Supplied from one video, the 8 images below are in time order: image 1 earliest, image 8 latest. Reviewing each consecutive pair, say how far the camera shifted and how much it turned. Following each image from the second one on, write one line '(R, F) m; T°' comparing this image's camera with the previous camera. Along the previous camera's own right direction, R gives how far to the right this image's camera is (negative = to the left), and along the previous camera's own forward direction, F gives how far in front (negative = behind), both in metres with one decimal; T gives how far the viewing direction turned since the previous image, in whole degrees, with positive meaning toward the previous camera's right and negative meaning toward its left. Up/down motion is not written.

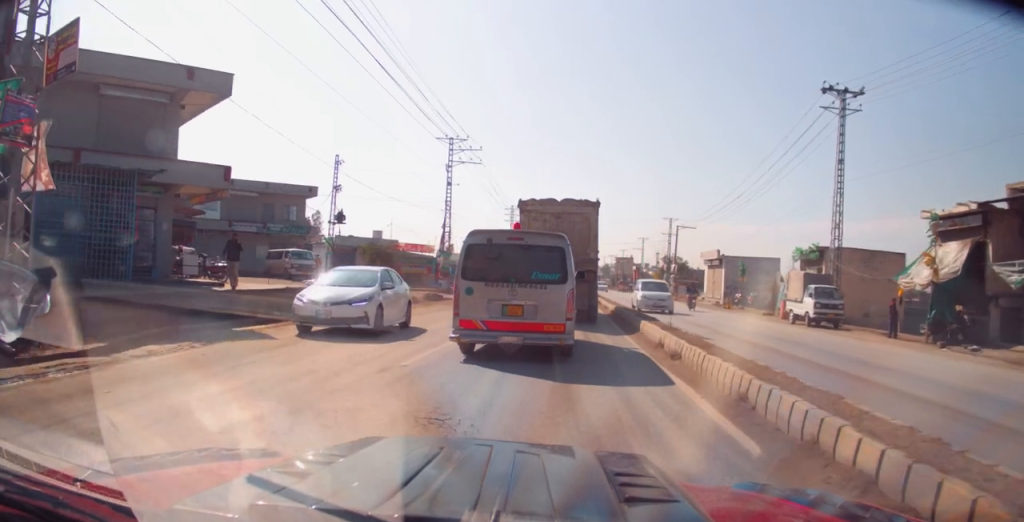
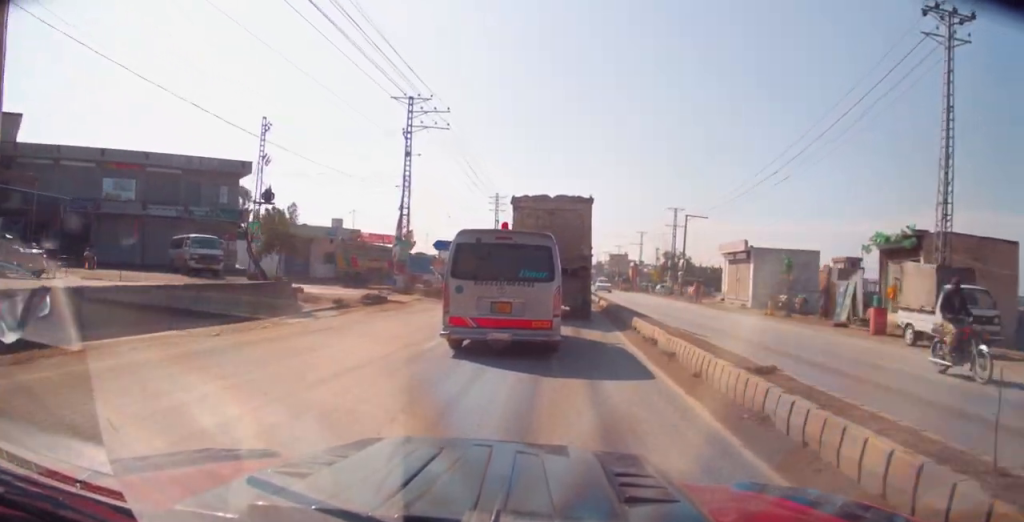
(+0.2, +10.5) m; +1°
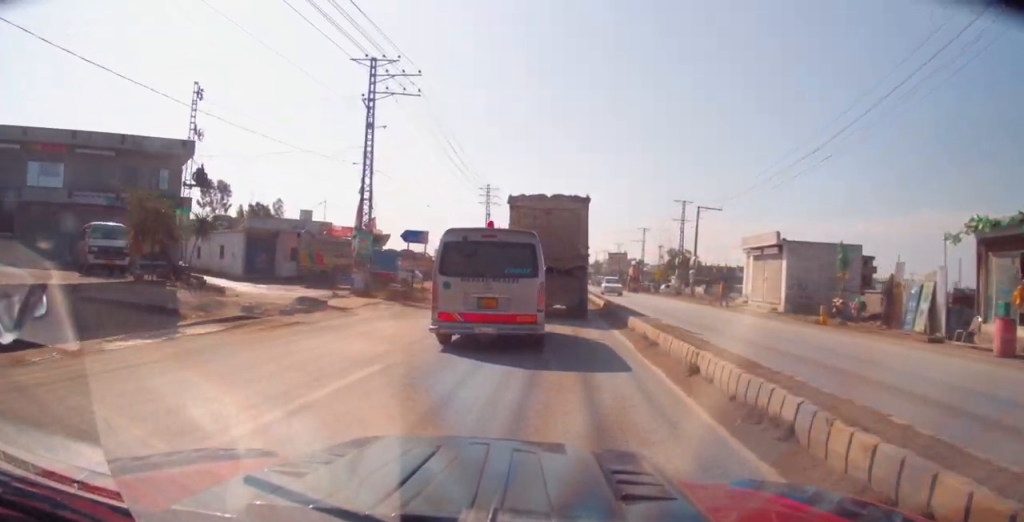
(+0.1, +6.9) m; -2°
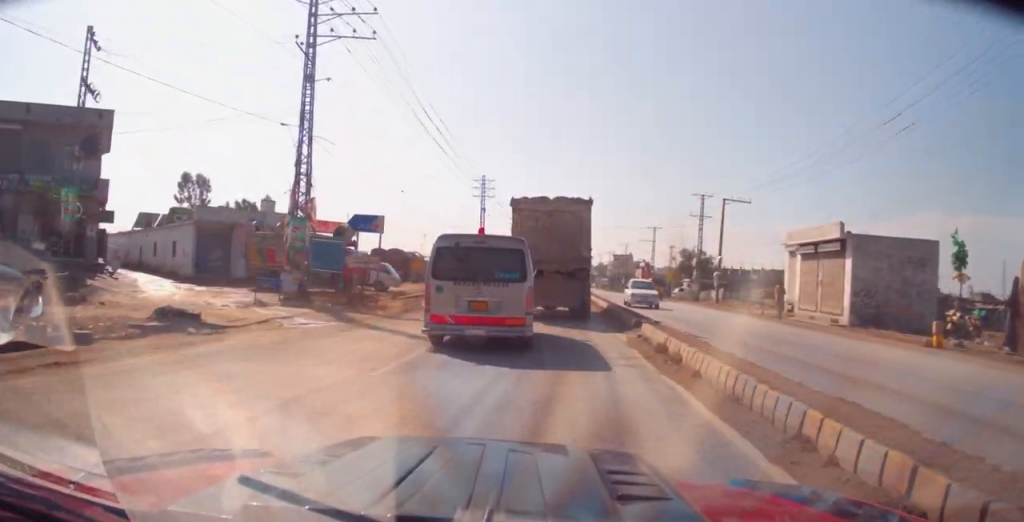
(-0.5, +8.1) m; -3°
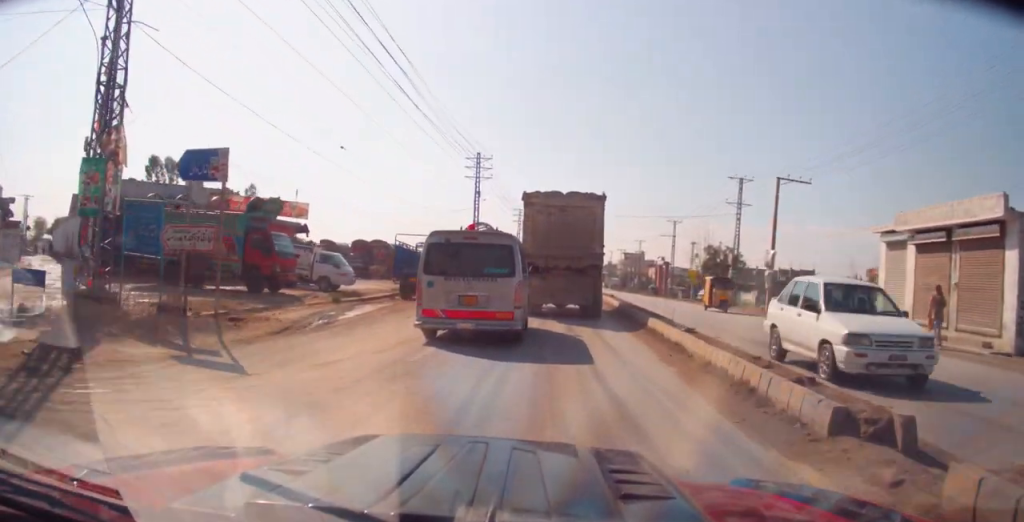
(+0.1, +11.0) m; +3°
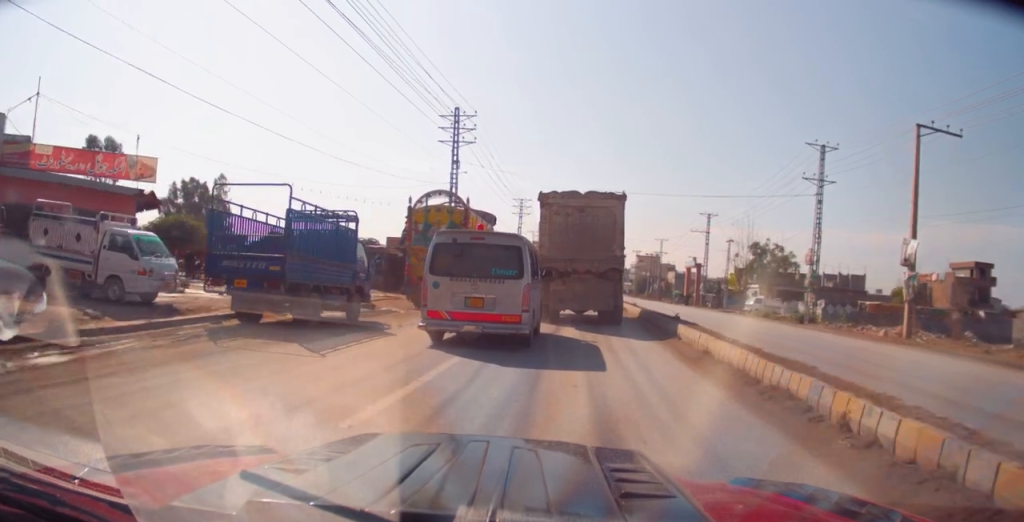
(+0.5, +16.3) m; +1°
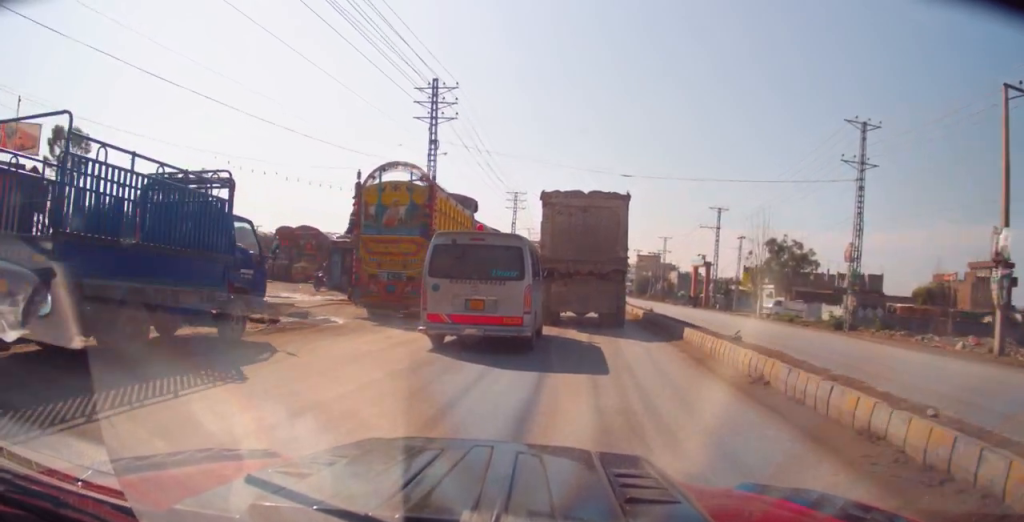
(-0.1, +5.9) m; 0°
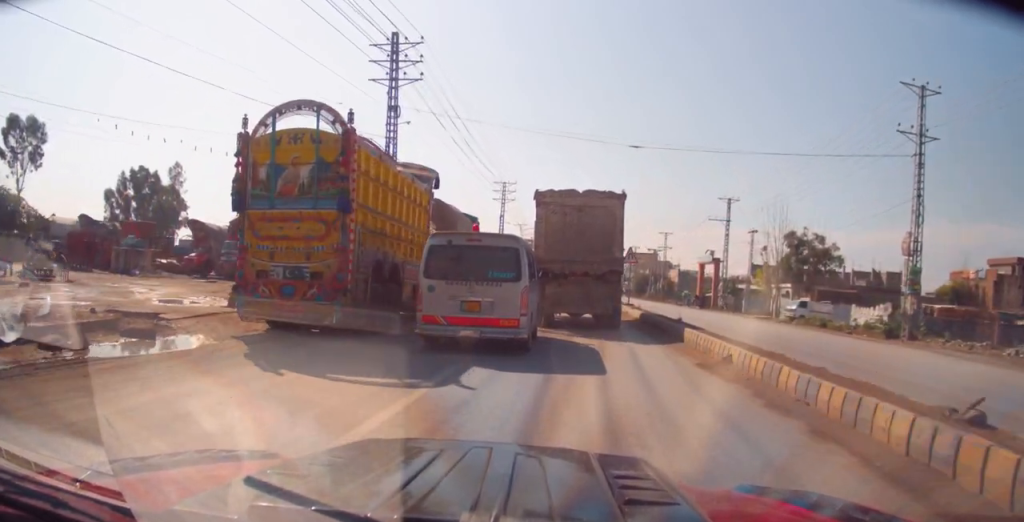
(0.0, +7.0) m; +1°
